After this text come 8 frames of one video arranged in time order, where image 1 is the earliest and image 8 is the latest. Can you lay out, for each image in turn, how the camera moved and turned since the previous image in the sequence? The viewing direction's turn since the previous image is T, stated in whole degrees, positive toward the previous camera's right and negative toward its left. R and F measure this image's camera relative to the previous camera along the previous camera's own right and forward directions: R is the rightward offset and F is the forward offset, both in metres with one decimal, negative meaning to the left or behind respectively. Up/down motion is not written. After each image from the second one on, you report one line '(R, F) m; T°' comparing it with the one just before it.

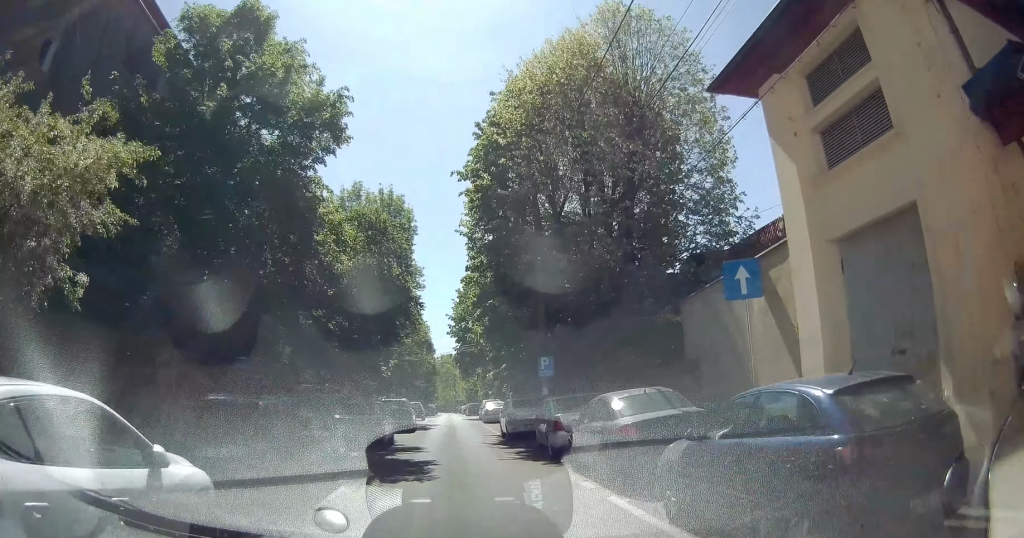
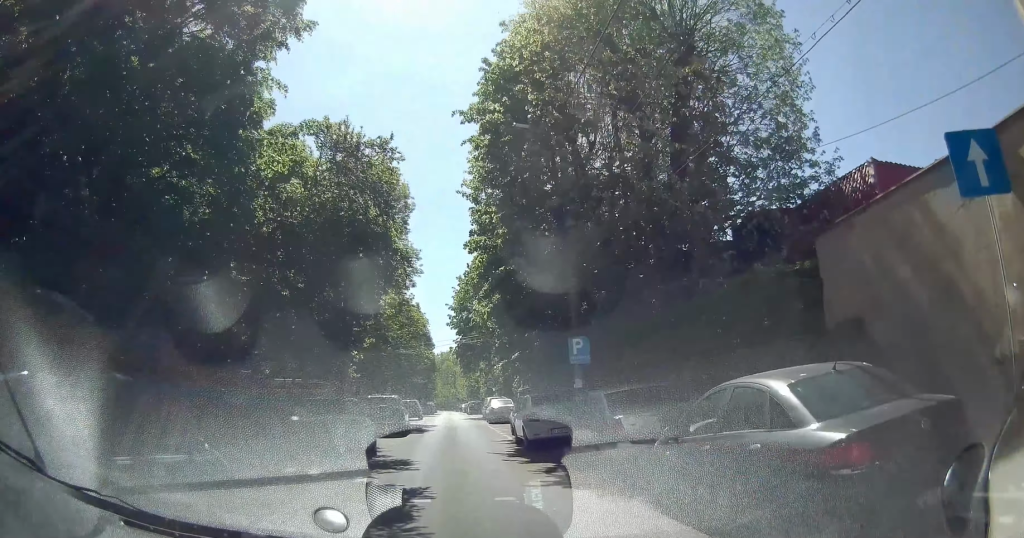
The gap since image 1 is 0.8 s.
(0.0, +5.4) m; +1°
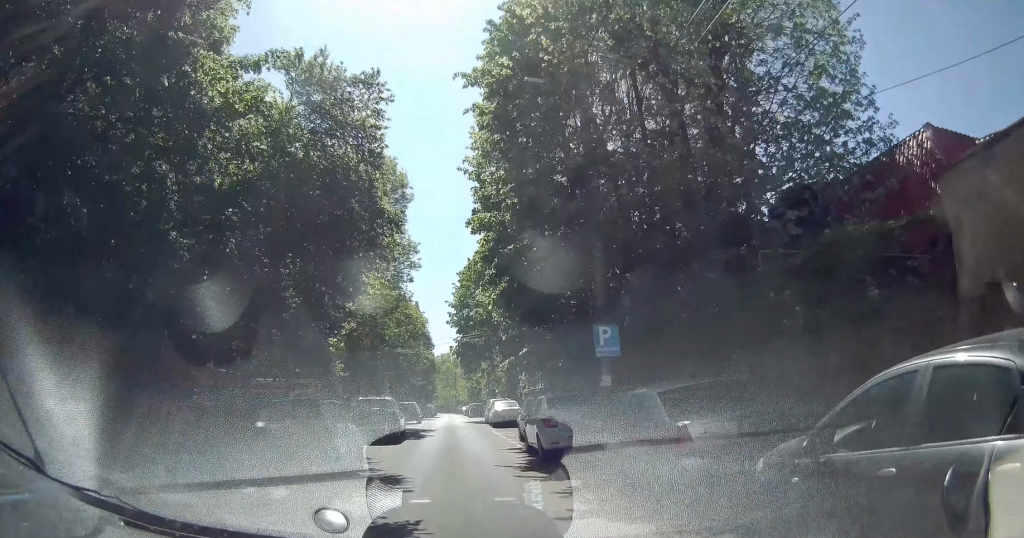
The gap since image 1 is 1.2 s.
(+0.1, +2.7) m; +1°
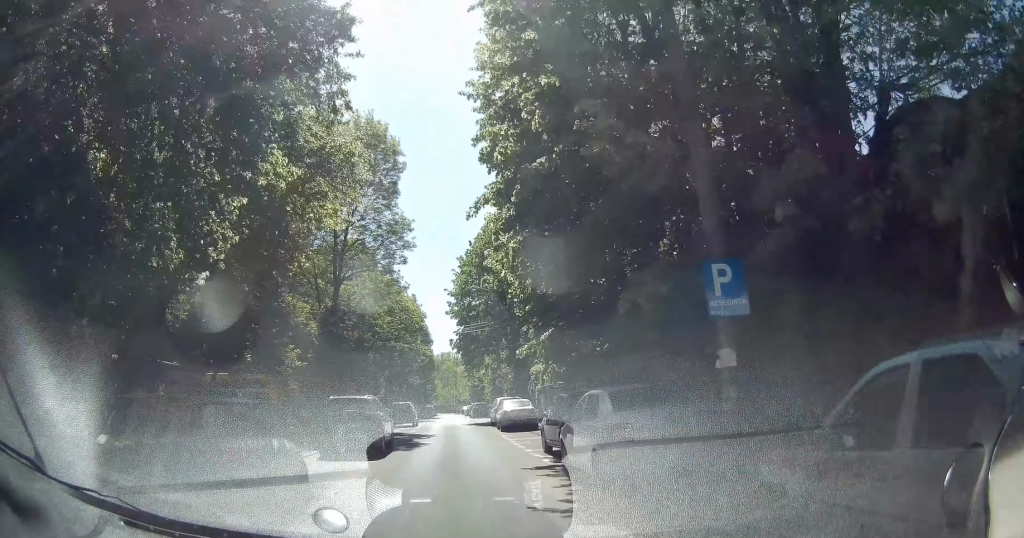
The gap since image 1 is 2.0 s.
(+0.1, +5.6) m; 0°
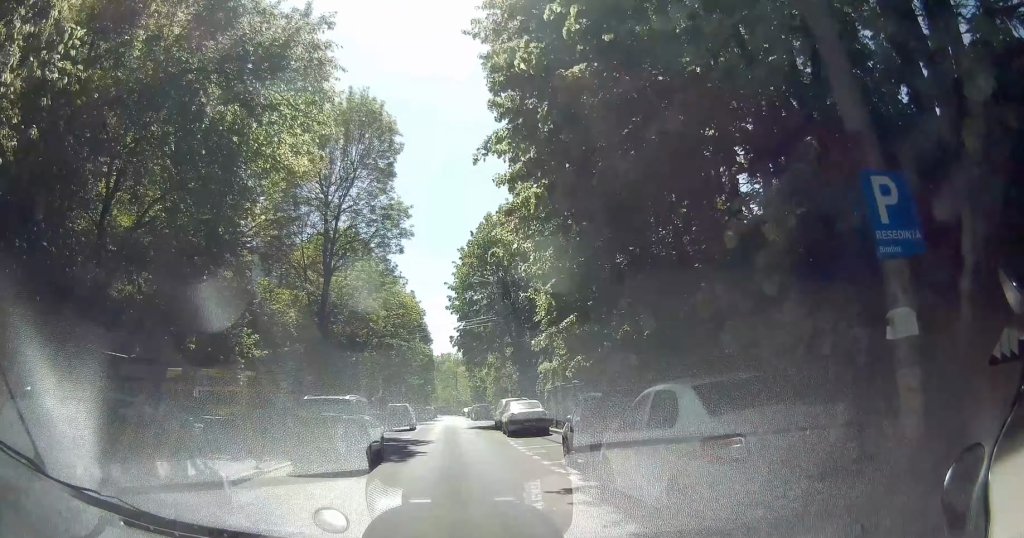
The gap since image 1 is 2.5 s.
(0.0, +3.1) m; -1°
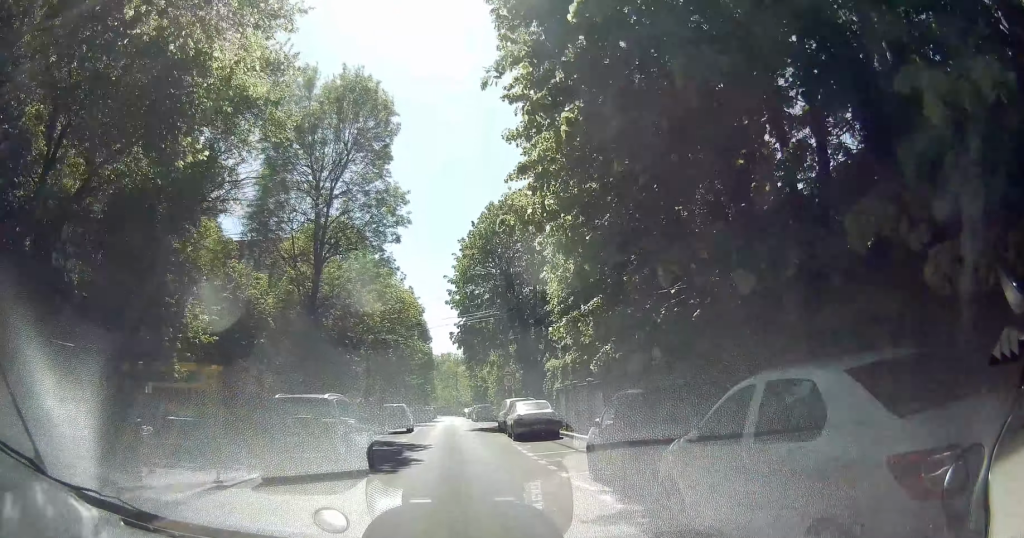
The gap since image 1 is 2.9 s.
(-0.1, +2.4) m; 0°
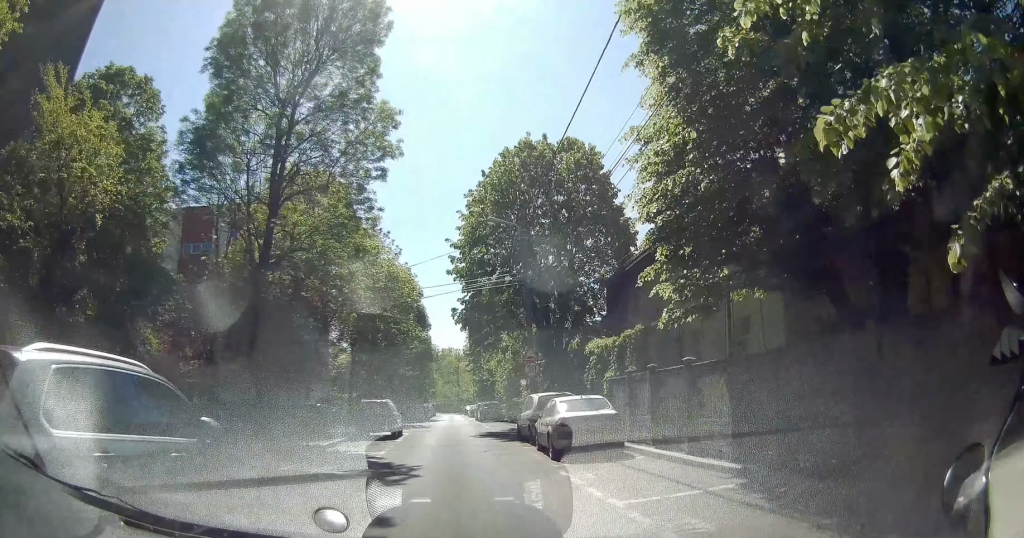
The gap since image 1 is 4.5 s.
(0.0, +8.6) m; +1°
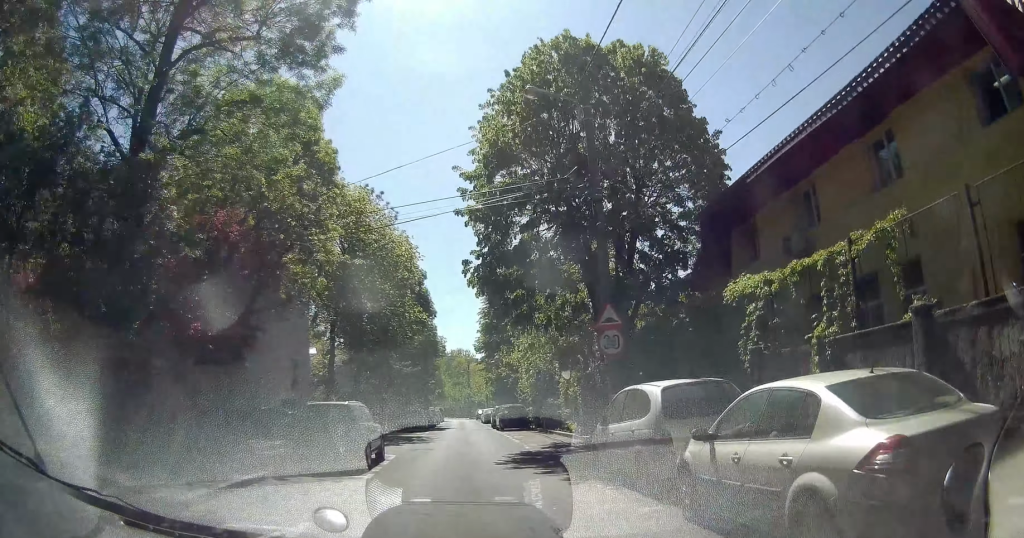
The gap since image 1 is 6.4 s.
(0.0, +9.9) m; -3°
